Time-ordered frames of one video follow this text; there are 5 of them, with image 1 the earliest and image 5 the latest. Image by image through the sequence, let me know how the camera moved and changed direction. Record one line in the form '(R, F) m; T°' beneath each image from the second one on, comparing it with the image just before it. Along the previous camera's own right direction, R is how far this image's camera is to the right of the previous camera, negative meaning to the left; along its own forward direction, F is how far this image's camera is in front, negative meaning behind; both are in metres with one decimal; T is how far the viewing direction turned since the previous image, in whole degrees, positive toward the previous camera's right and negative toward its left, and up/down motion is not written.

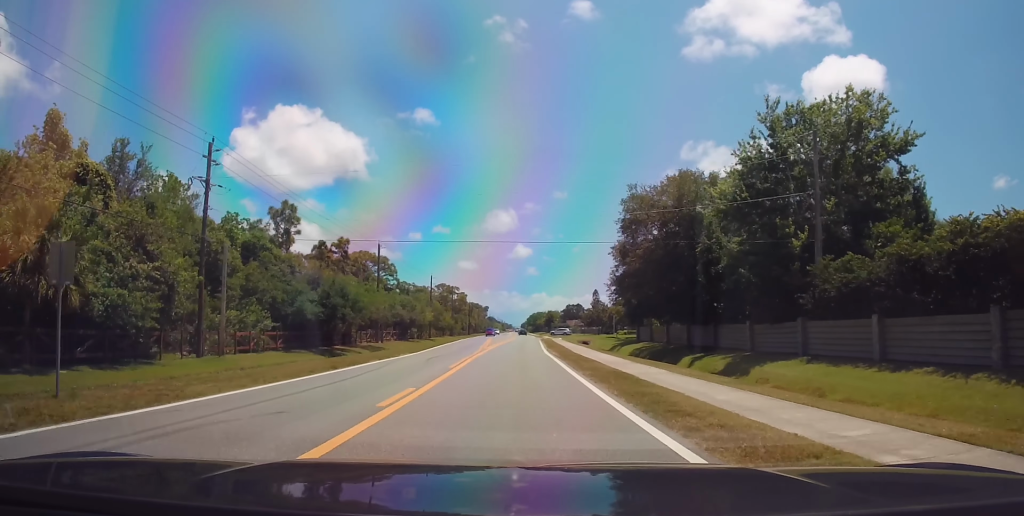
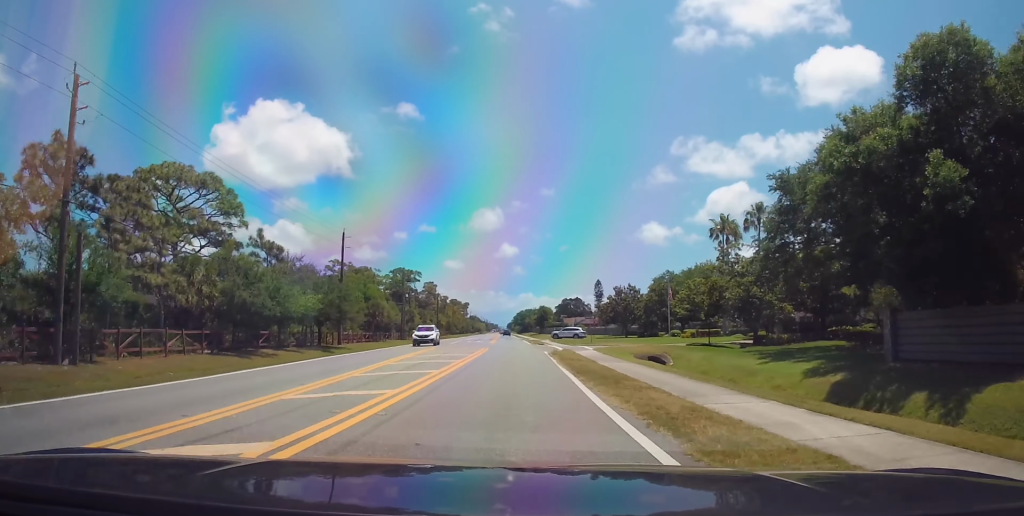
(0.0, +56.1) m; 0°
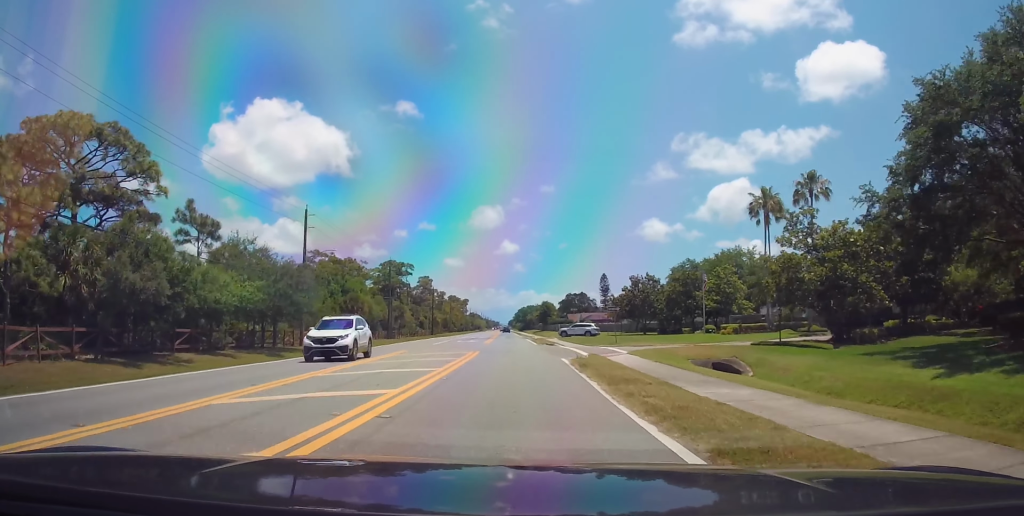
(0.0, +13.1) m; 0°
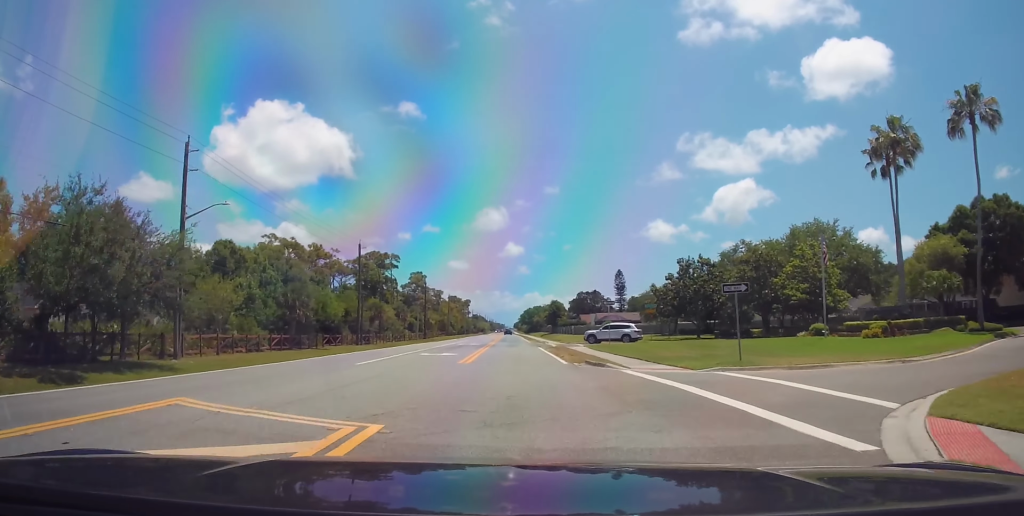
(0.0, +23.2) m; 0°
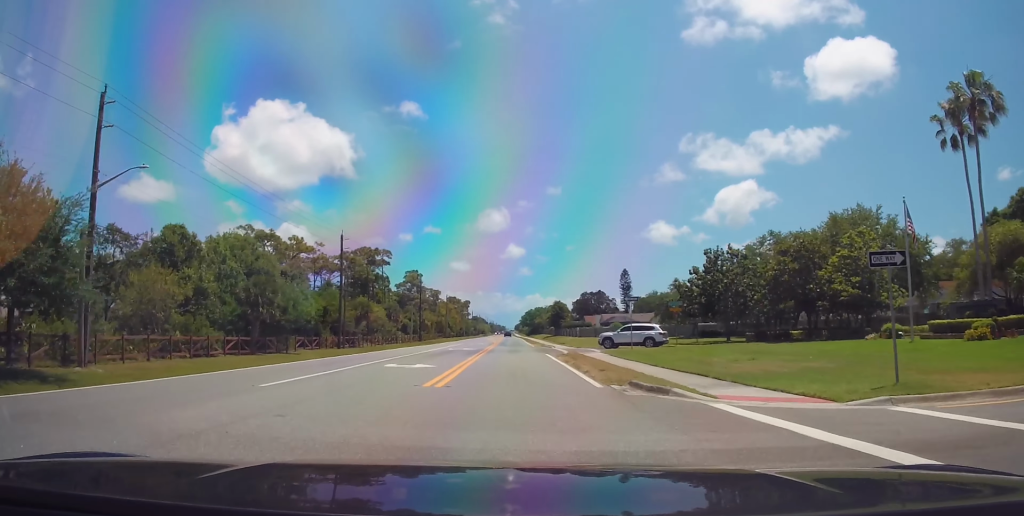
(0.0, +8.8) m; 0°
